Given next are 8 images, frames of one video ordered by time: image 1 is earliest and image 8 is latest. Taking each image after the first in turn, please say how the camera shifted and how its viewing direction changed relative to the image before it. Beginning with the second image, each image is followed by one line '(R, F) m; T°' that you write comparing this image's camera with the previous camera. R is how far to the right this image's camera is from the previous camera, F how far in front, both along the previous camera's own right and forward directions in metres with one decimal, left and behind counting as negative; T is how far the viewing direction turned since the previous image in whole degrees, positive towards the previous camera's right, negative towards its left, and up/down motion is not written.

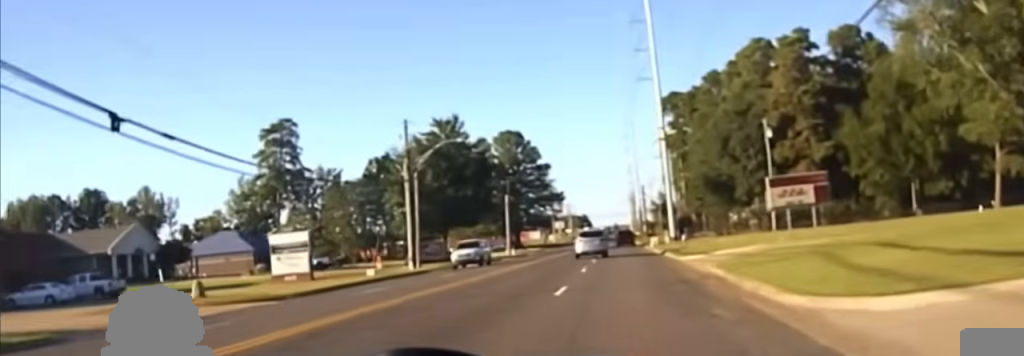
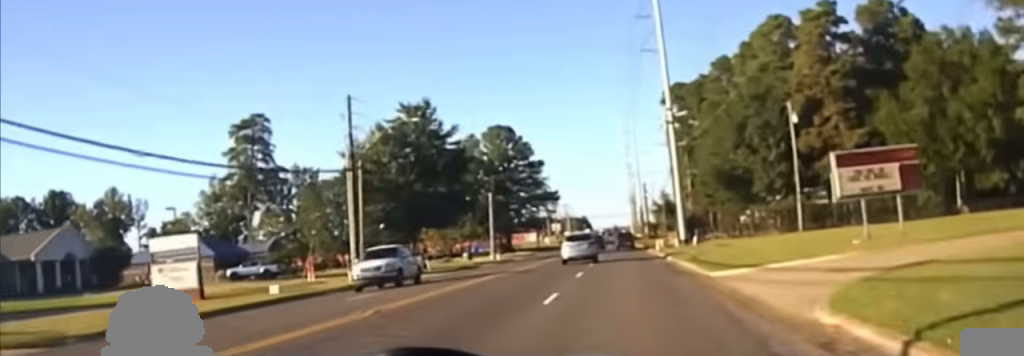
(+0.2, +13.7) m; 0°
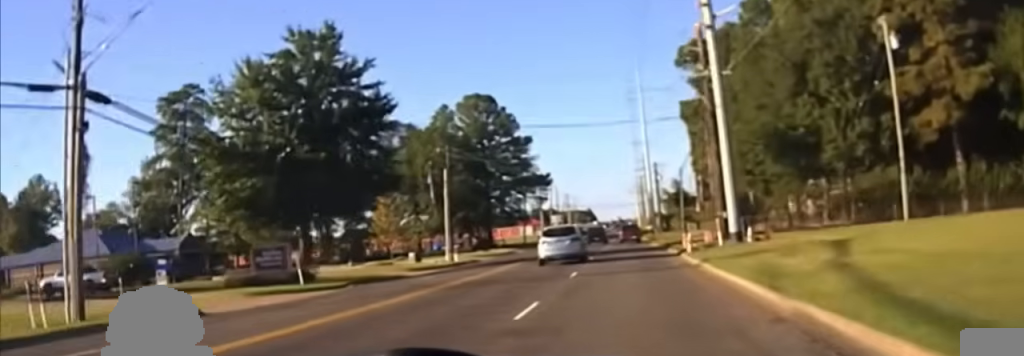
(0.0, +26.4) m; 0°
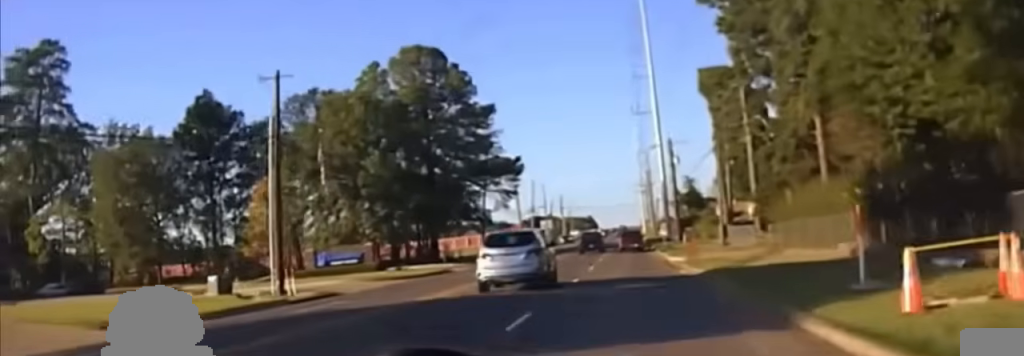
(-0.2, +33.6) m; 0°
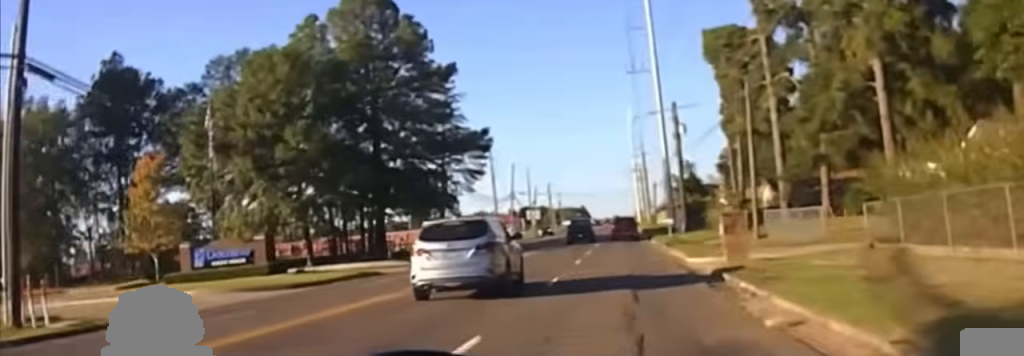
(0.0, +15.1) m; 0°
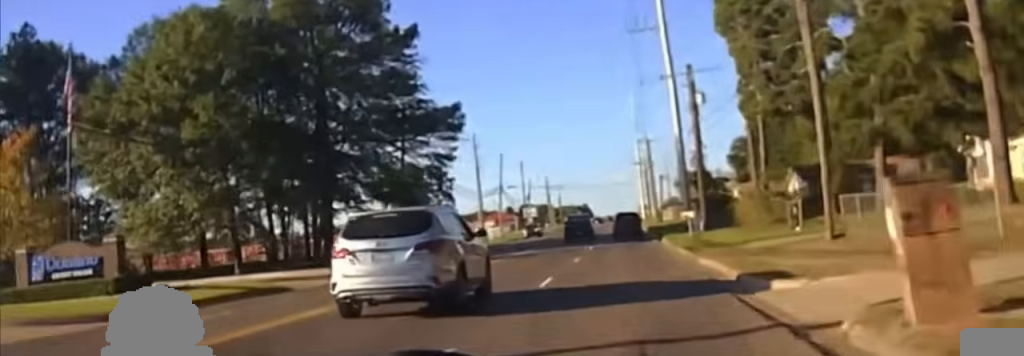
(0.0, +13.2) m; 0°
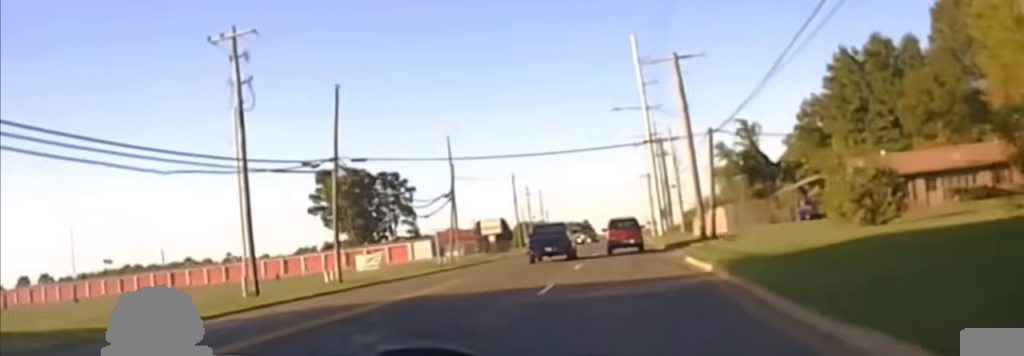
(+0.1, +66.4) m; 0°
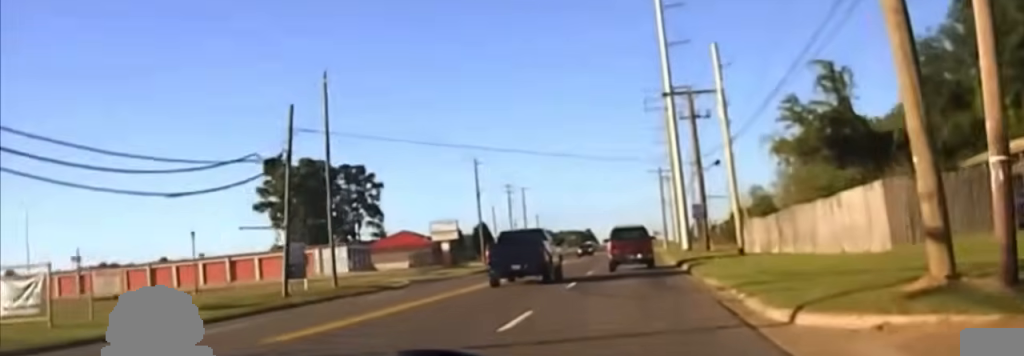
(0.0, +41.9) m; 0°
